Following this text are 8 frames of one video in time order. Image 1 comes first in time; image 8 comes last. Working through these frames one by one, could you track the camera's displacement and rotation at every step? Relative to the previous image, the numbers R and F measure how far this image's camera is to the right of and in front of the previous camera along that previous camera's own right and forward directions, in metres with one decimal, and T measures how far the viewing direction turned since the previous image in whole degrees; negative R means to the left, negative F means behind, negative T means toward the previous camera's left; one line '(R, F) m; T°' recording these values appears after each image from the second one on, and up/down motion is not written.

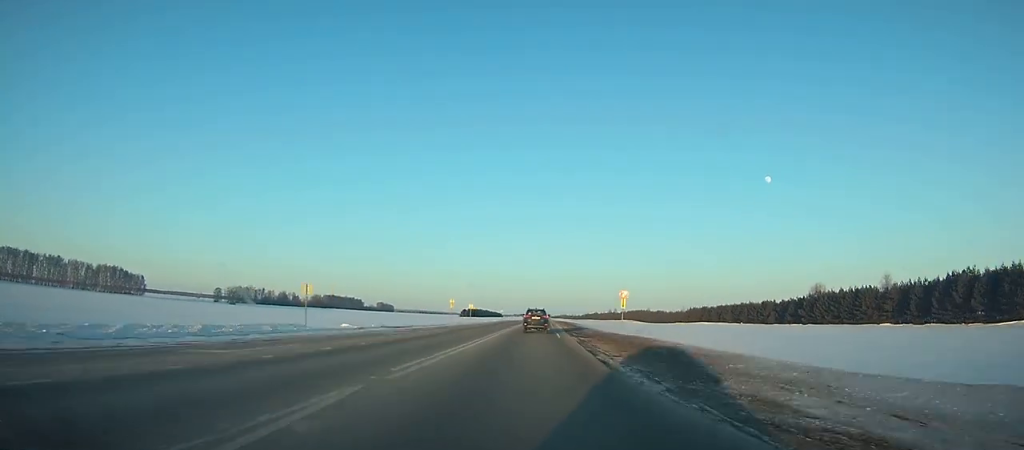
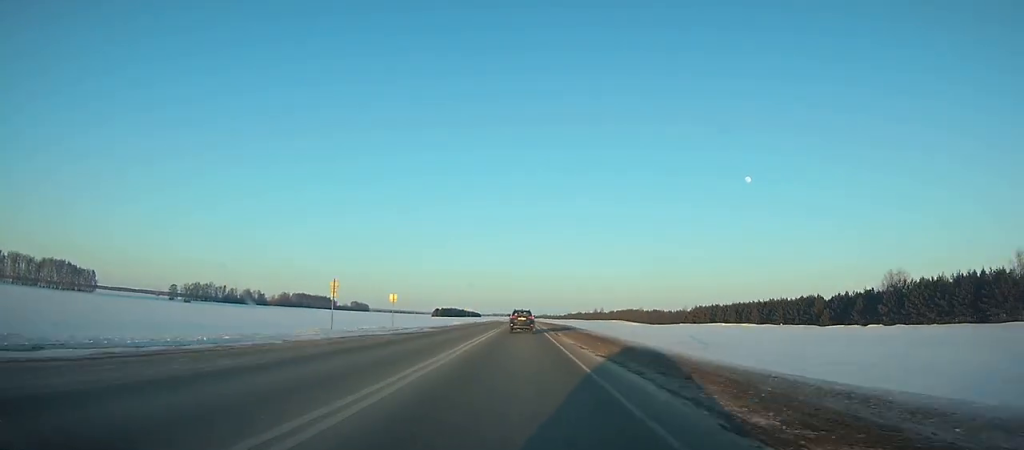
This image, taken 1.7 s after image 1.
(+0.3, +46.8) m; 0°
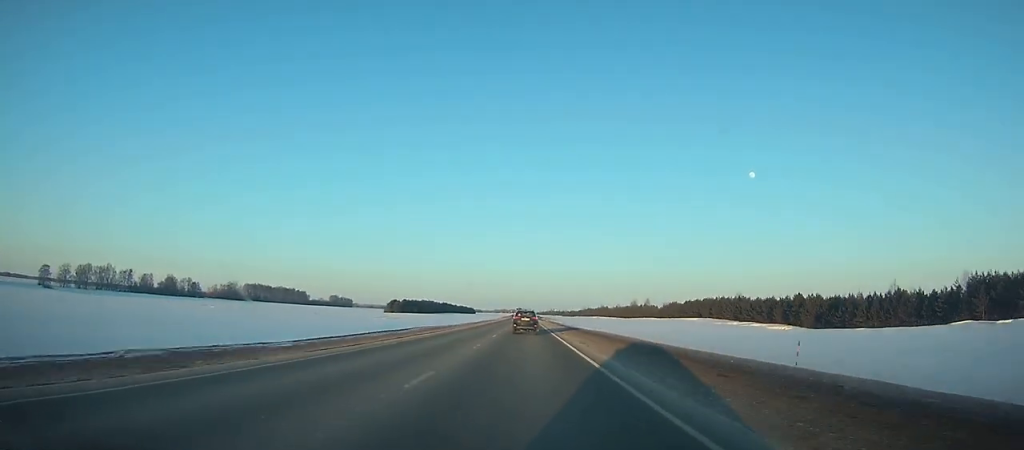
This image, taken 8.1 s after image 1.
(+1.3, +177.5) m; +1°
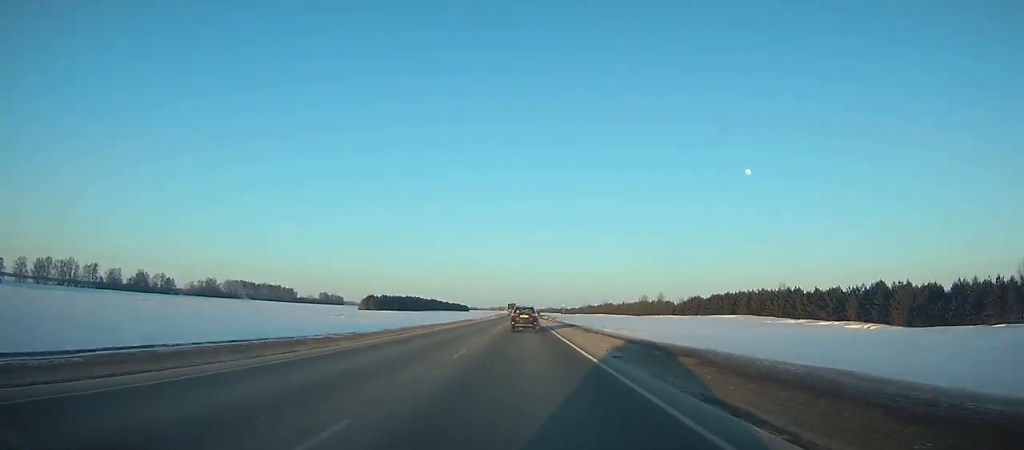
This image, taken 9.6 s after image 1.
(+0.1, +41.3) m; 0°
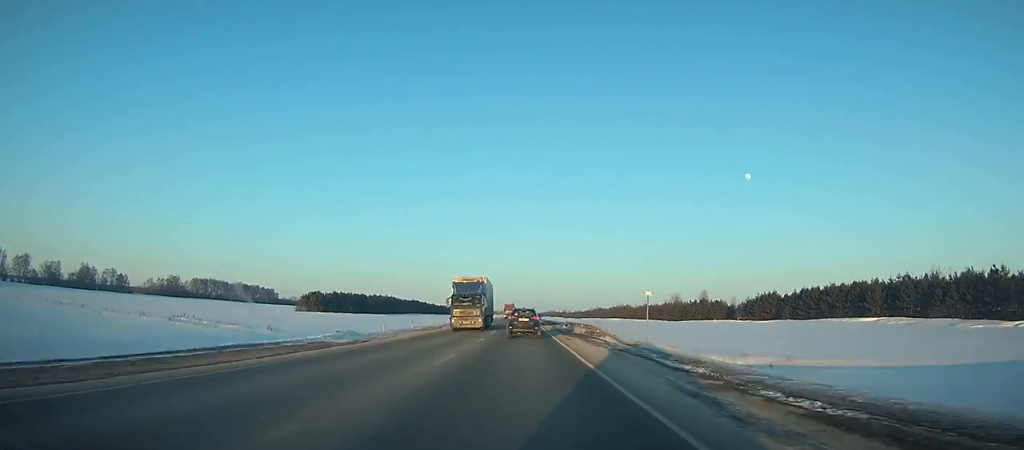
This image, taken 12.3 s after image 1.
(+0.2, +73.9) m; 0°
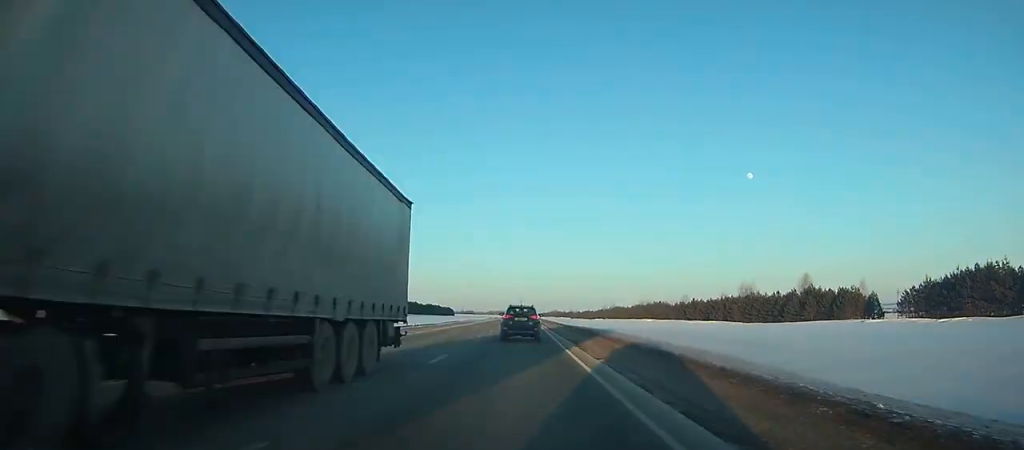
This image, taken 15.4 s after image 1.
(0.0, +83.2) m; 0°
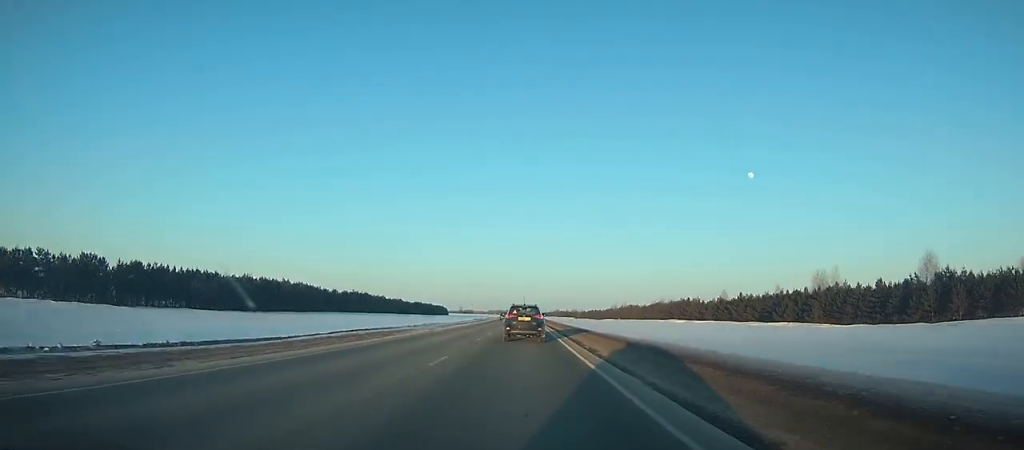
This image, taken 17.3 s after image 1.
(0.0, +50.2) m; 0°
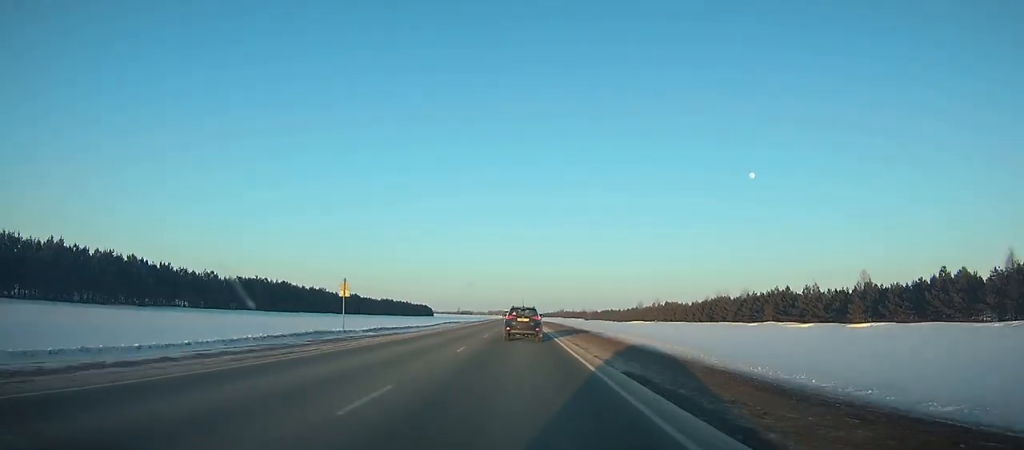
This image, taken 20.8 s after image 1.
(-0.2, +91.1) m; 0°
